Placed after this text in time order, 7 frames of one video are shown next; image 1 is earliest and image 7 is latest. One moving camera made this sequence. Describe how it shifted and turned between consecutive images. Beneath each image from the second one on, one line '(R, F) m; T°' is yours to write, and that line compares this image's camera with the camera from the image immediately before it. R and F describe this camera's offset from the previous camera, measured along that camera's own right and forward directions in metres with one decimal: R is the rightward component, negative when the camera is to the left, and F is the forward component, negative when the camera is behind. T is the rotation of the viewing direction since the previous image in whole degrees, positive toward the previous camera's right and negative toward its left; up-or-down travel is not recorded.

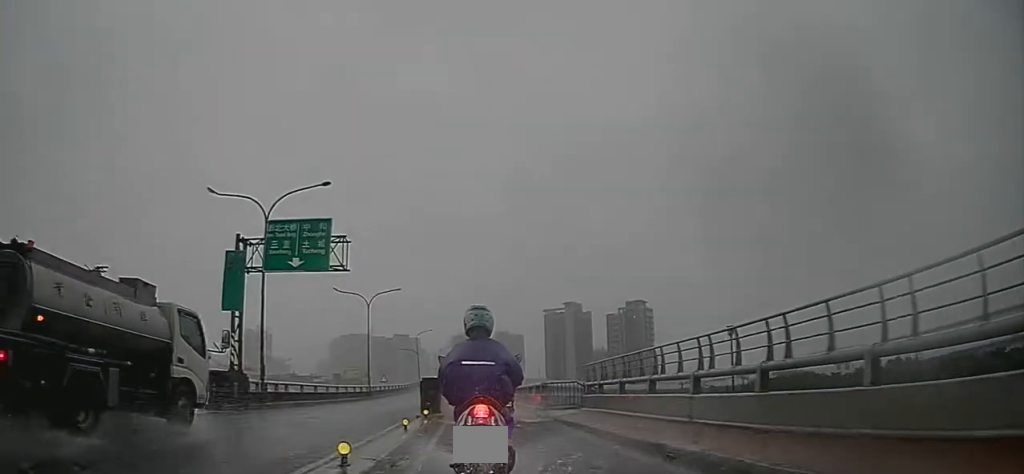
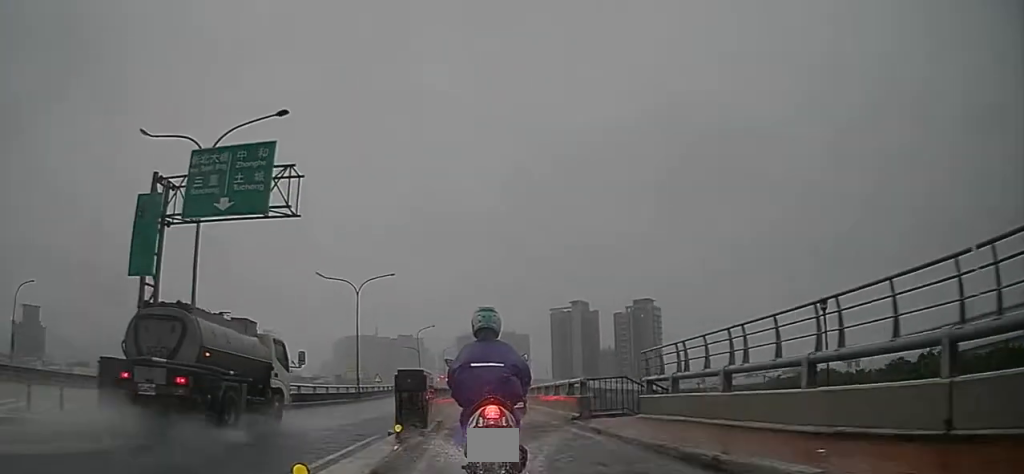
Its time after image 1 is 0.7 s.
(-0.1, +7.5) m; -1°
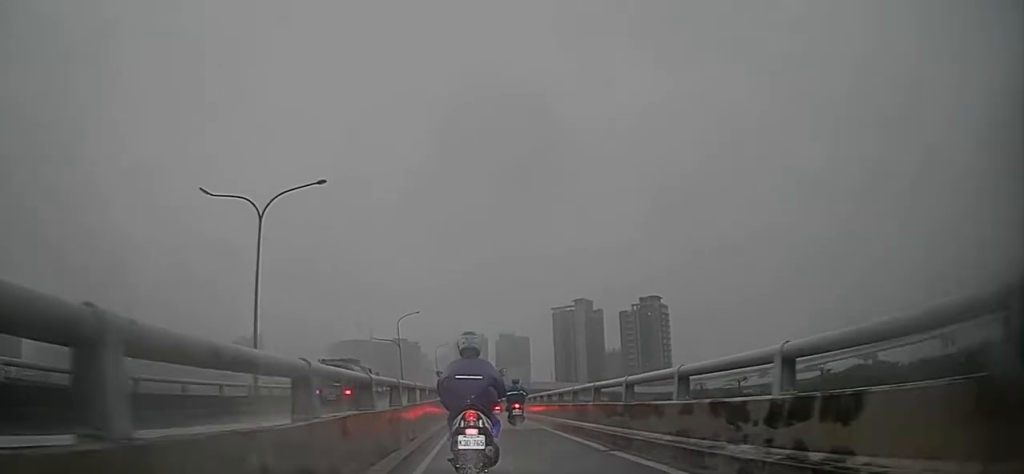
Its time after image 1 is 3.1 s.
(-0.1, +21.5) m; 0°
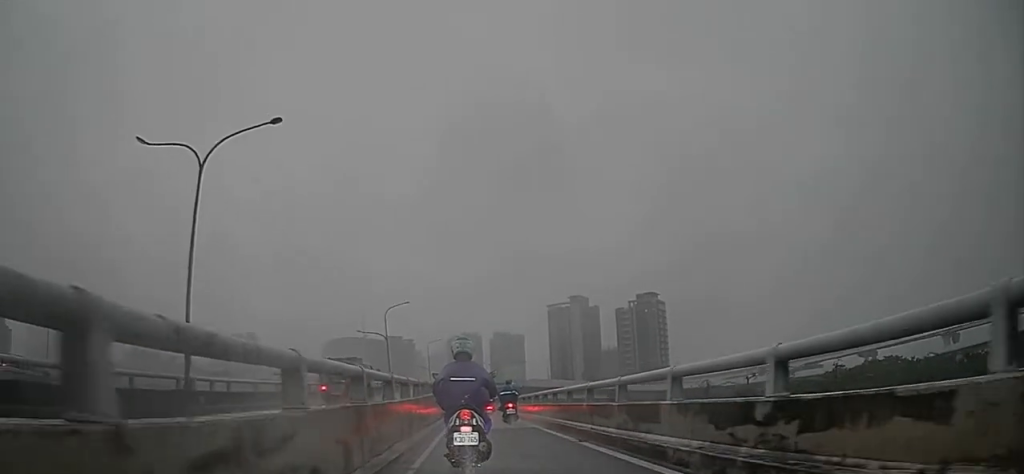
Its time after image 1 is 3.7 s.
(0.0, +5.0) m; 0°
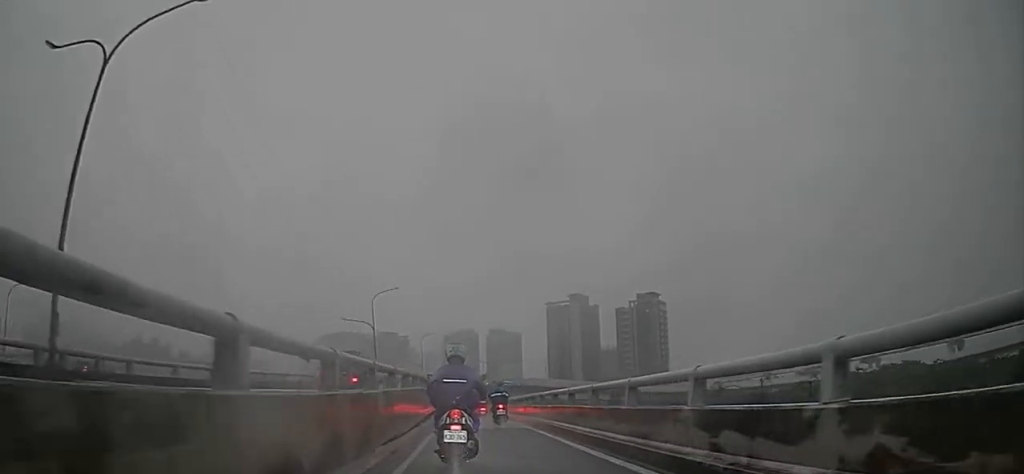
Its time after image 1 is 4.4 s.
(0.0, +5.5) m; 0°
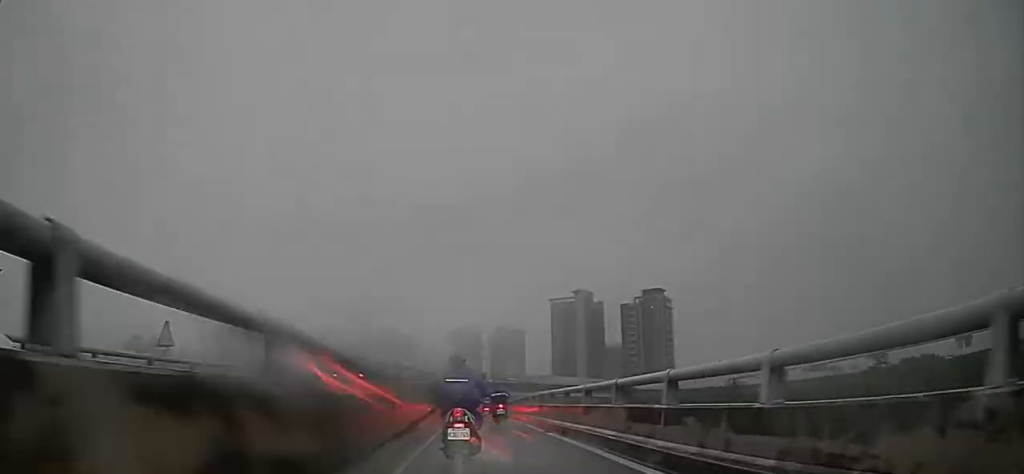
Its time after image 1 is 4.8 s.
(0.0, +3.6) m; 0°
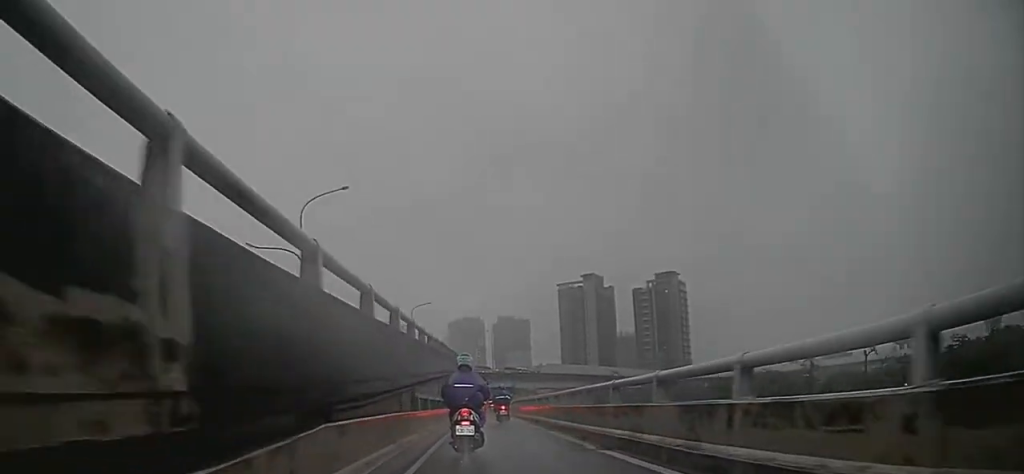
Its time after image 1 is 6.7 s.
(0.0, +16.1) m; 0°
